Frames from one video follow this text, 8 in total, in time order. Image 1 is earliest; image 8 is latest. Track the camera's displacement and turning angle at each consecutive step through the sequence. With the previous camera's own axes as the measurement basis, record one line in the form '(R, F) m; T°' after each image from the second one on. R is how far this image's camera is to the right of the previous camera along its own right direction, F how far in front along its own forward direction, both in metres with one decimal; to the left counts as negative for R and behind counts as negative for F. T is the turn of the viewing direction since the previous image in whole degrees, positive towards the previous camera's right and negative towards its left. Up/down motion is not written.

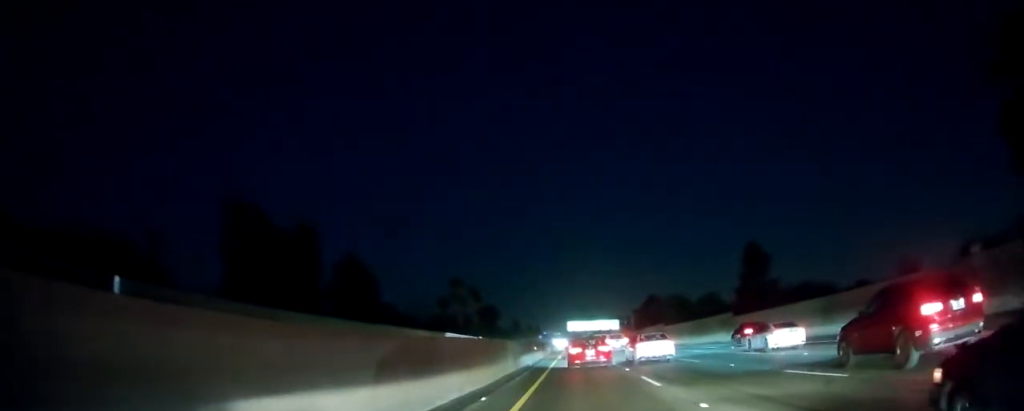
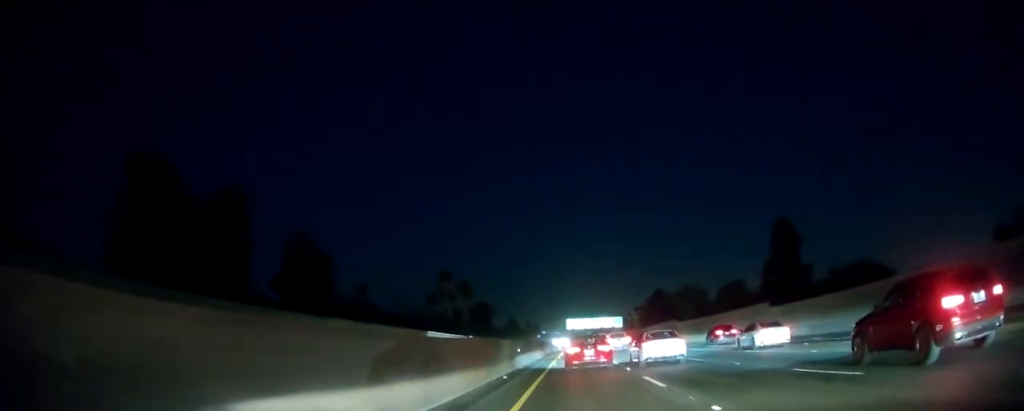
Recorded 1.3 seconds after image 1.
(0.0, +15.9) m; 0°
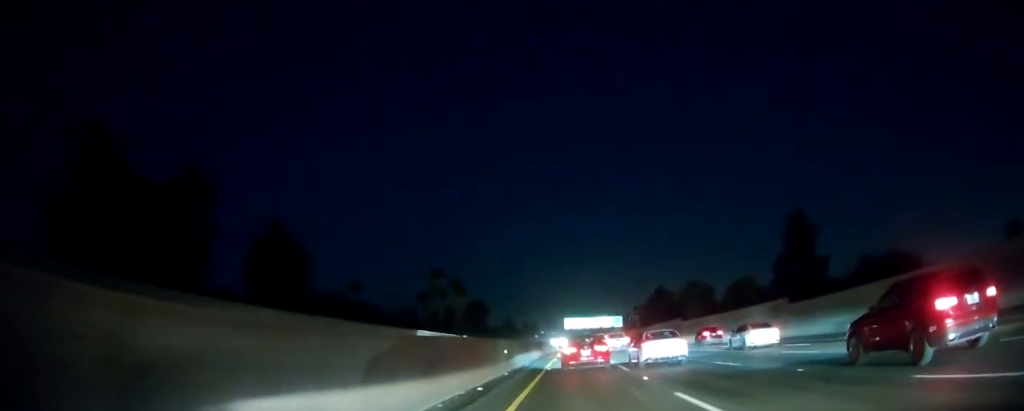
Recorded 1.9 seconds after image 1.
(0.0, +6.5) m; 0°
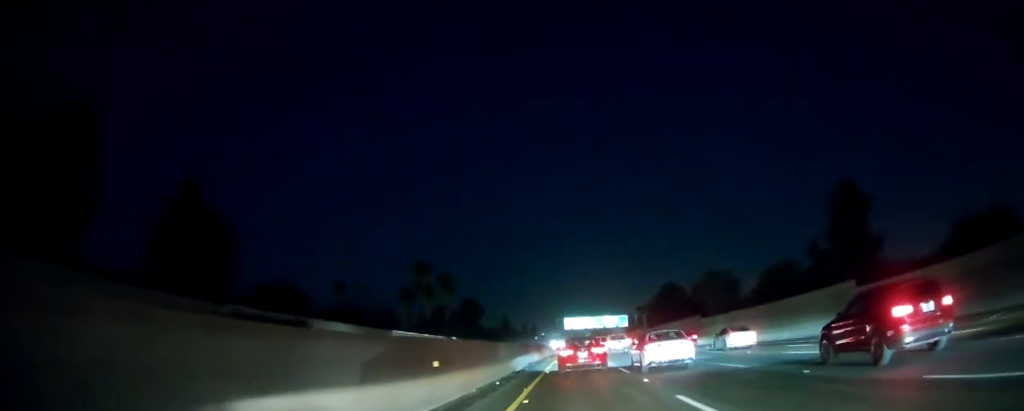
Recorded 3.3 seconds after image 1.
(0.0, +15.4) m; 0°
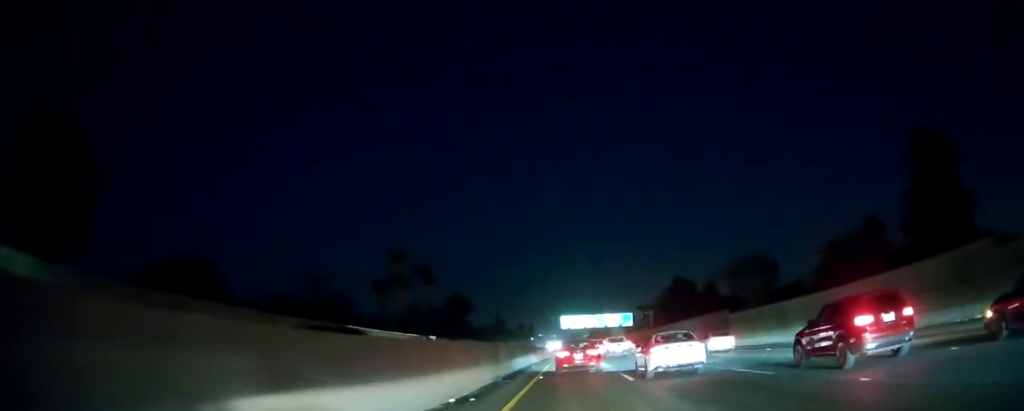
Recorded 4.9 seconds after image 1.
(-0.2, +17.2) m; -1°
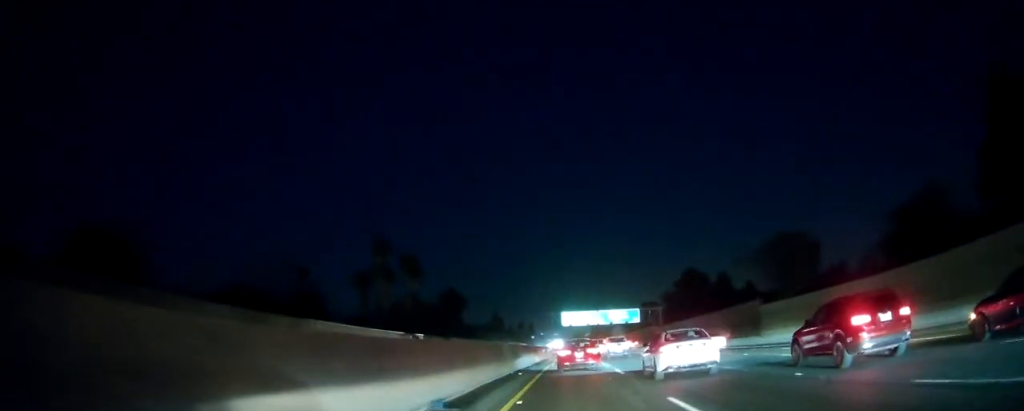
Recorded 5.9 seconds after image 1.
(-0.1, +10.9) m; +1°
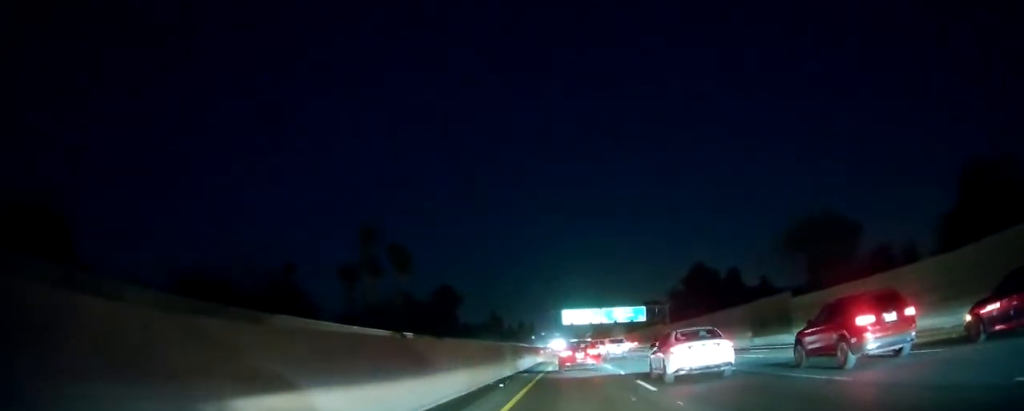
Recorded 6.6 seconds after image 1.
(+0.1, +8.1) m; +1°
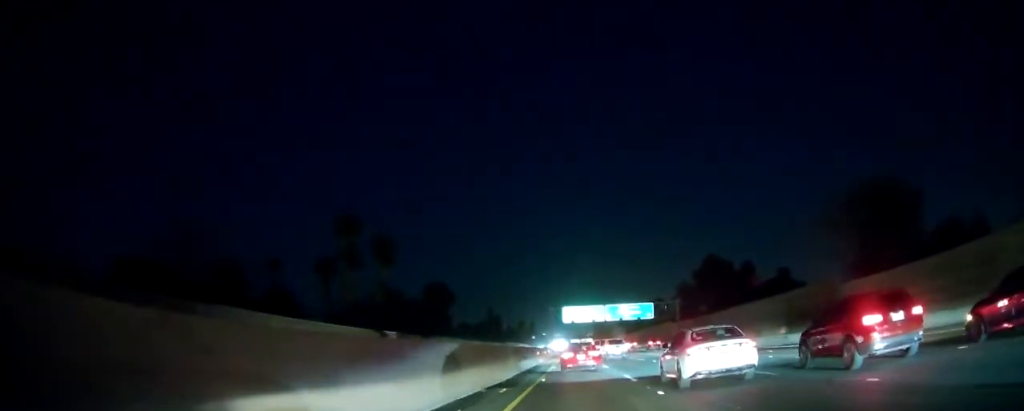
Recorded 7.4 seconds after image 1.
(0.0, +9.6) m; 0°
